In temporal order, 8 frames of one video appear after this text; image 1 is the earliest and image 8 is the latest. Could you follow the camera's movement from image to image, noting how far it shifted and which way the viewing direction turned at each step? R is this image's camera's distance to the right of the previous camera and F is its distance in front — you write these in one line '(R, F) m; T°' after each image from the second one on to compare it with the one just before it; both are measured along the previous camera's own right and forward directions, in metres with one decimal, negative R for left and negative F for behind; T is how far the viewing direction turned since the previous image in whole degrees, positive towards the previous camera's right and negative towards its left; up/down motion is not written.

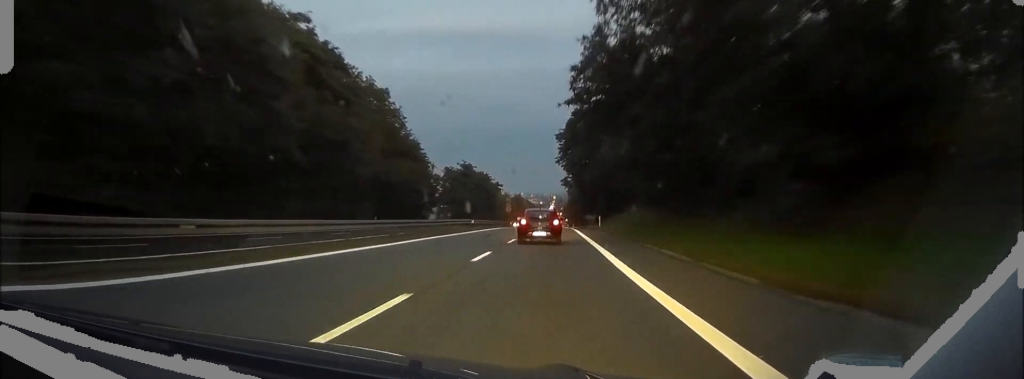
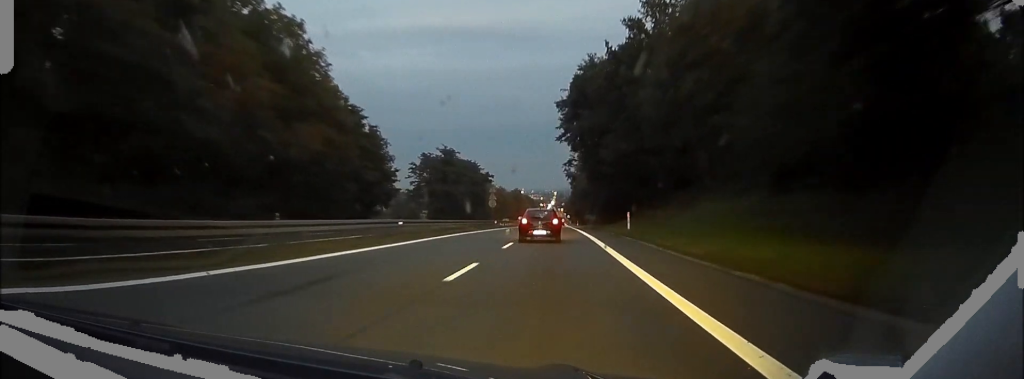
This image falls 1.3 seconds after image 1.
(-0.1, +28.4) m; 0°
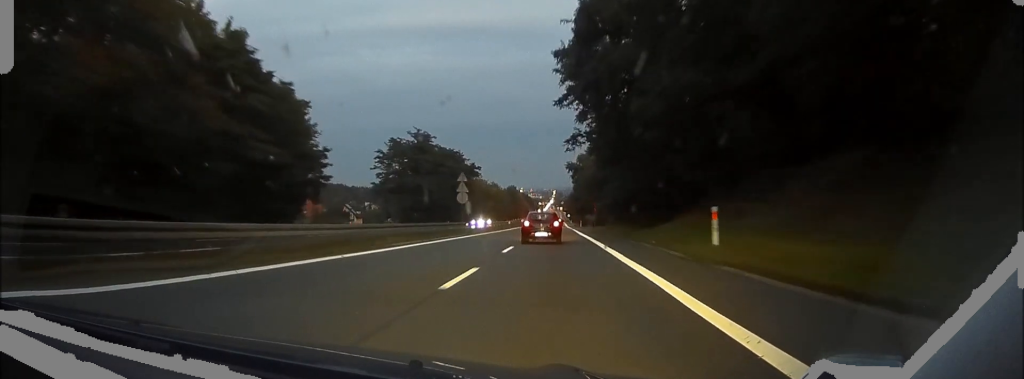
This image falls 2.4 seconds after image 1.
(0.0, +25.0) m; 0°
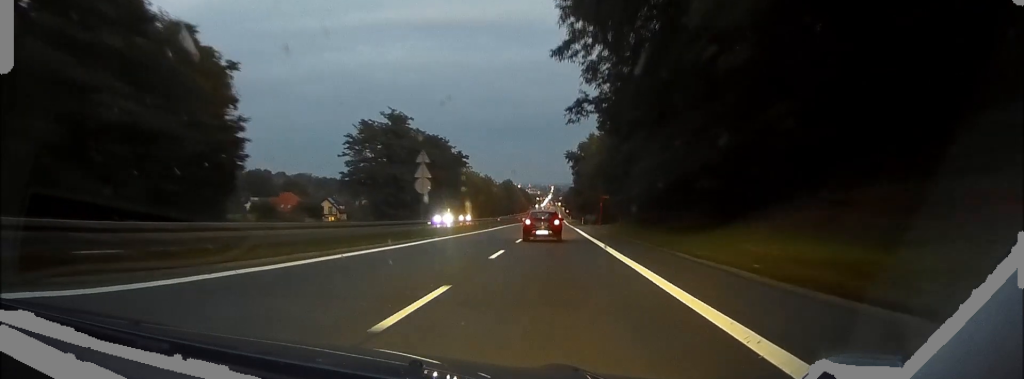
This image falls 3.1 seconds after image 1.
(+0.1, +16.0) m; 0°
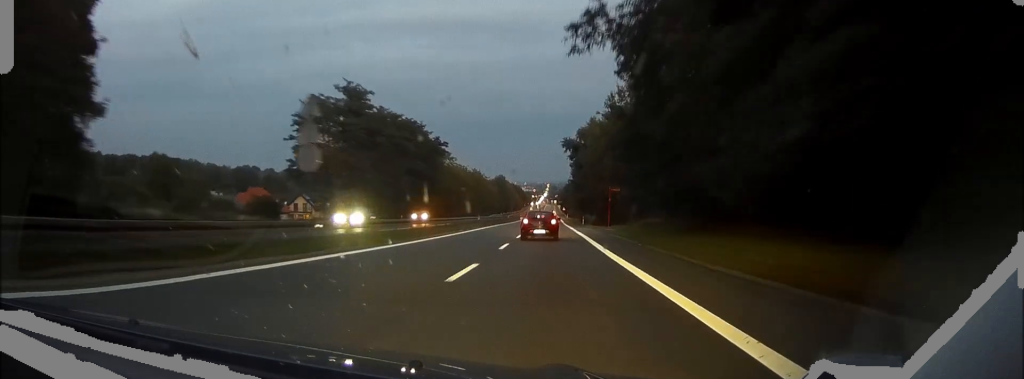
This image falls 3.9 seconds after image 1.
(0.0, +18.4) m; 0°
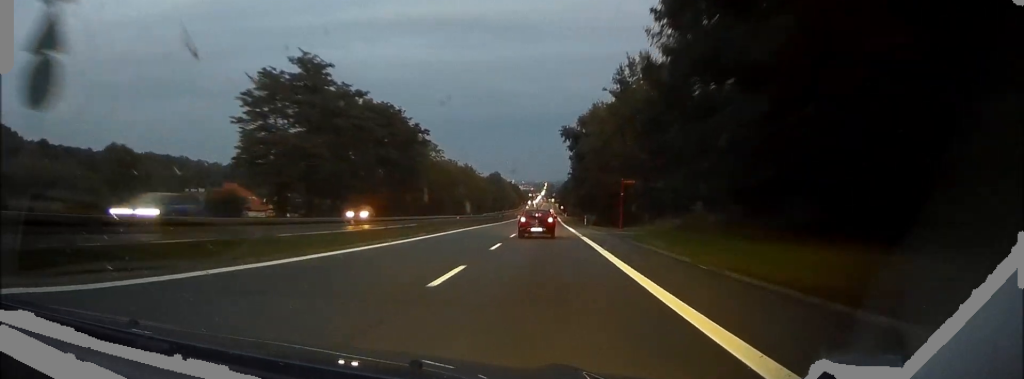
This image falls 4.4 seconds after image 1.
(0.0, +13.1) m; 0°
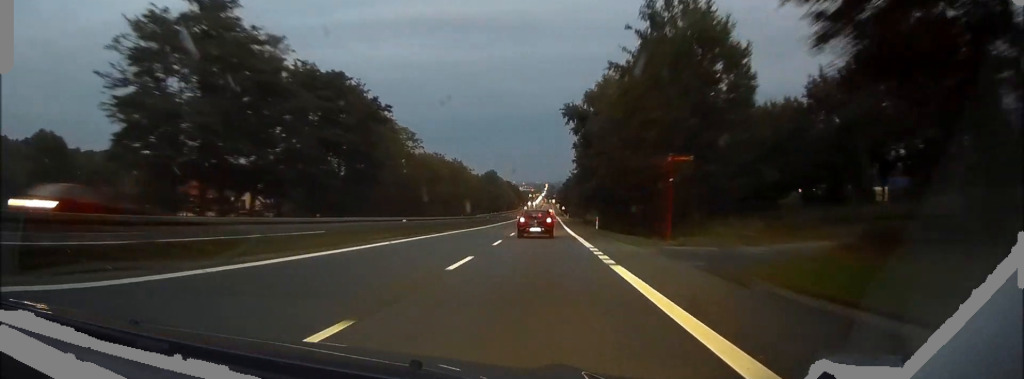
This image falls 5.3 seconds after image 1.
(+0.2, +20.2) m; +1°
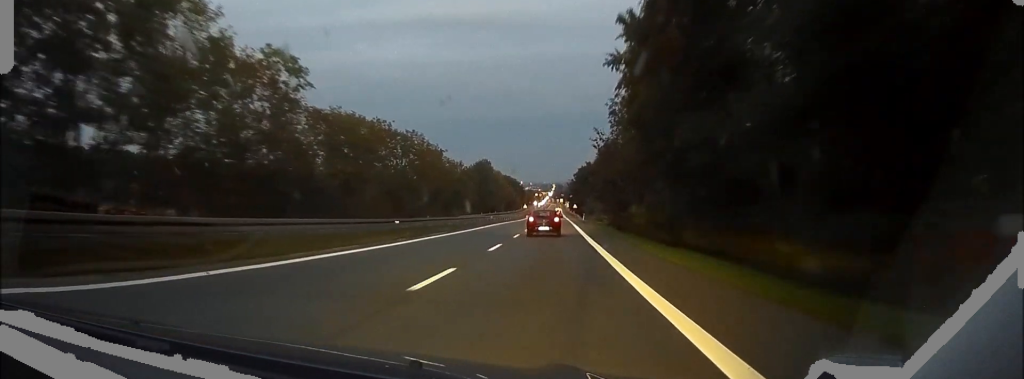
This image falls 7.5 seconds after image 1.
(-0.2, +51.4) m; 0°
